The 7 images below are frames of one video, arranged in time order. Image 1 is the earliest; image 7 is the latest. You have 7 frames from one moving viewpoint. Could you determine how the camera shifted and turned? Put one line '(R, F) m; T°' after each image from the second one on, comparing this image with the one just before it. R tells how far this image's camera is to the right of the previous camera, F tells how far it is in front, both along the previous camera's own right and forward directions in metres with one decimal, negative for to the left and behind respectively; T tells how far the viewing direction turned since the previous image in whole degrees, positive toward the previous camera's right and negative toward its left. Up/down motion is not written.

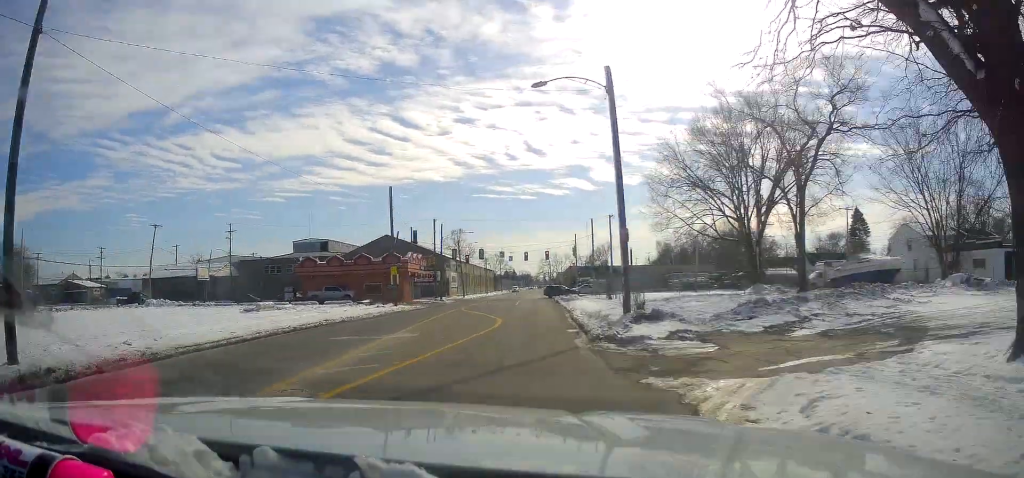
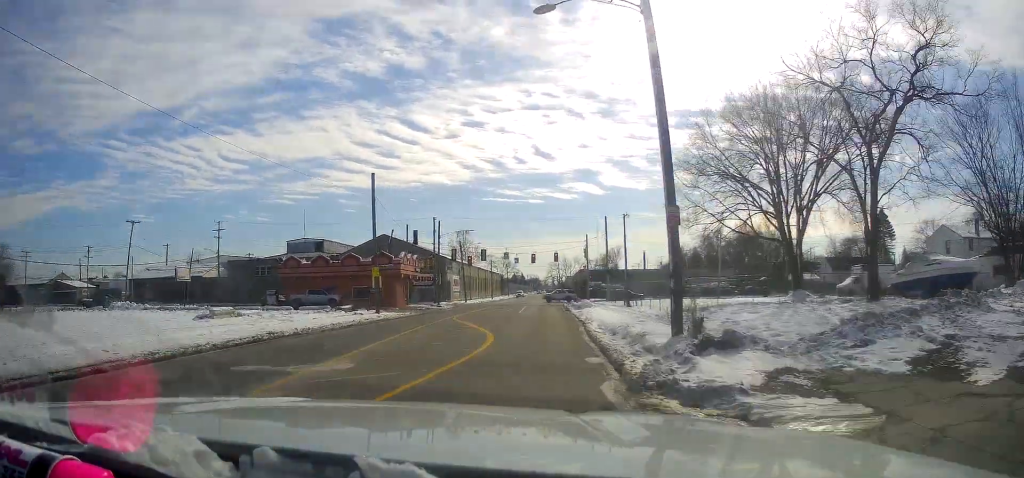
(0.0, +7.2) m; 0°
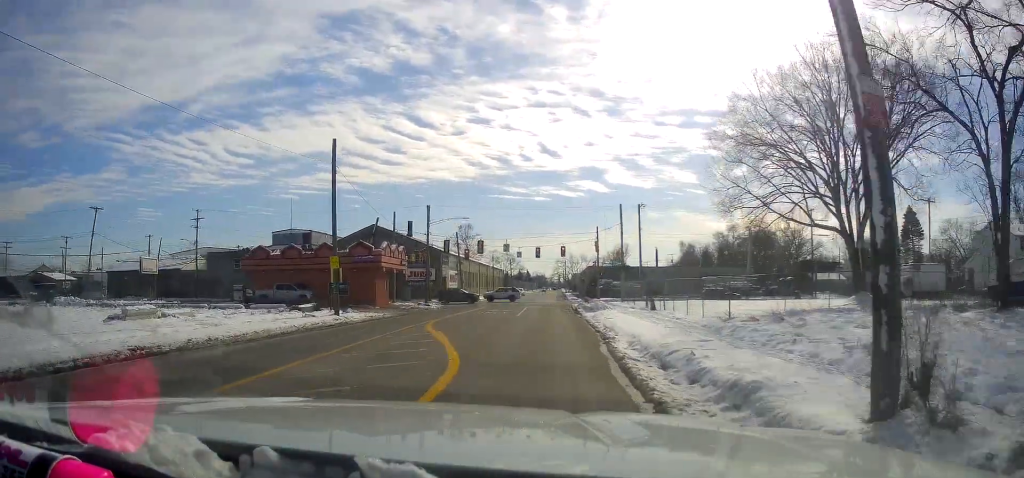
(0.0, +8.7) m; 0°
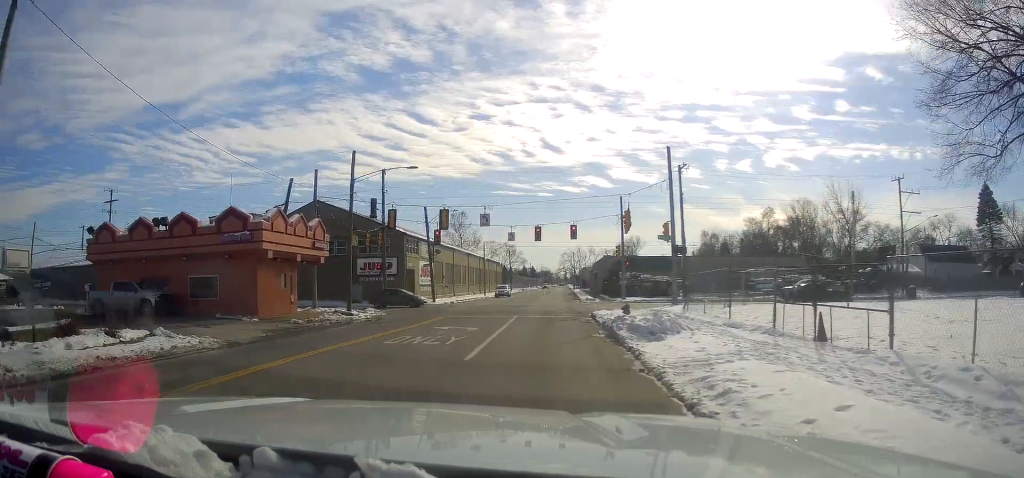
(-0.6, +22.4) m; -3°
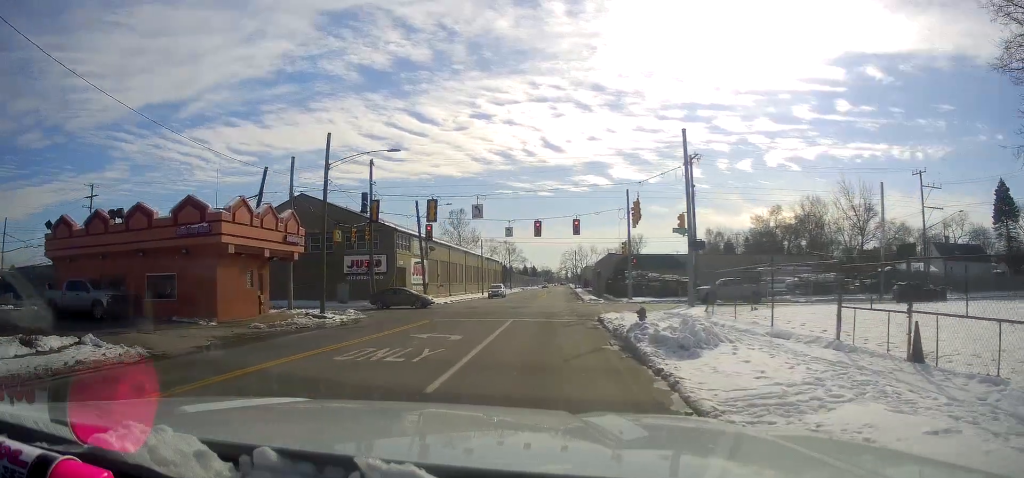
(0.0, +4.3) m; 0°
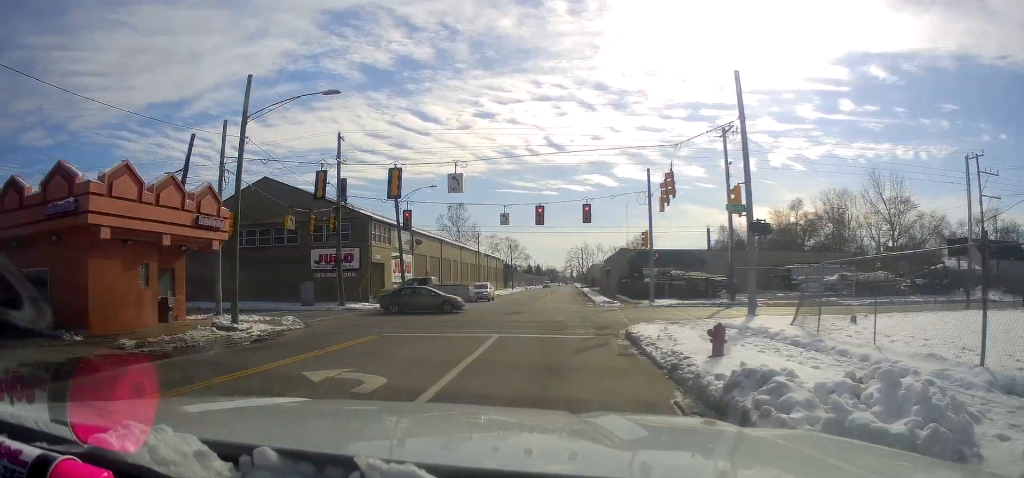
(+0.3, +9.2) m; +2°
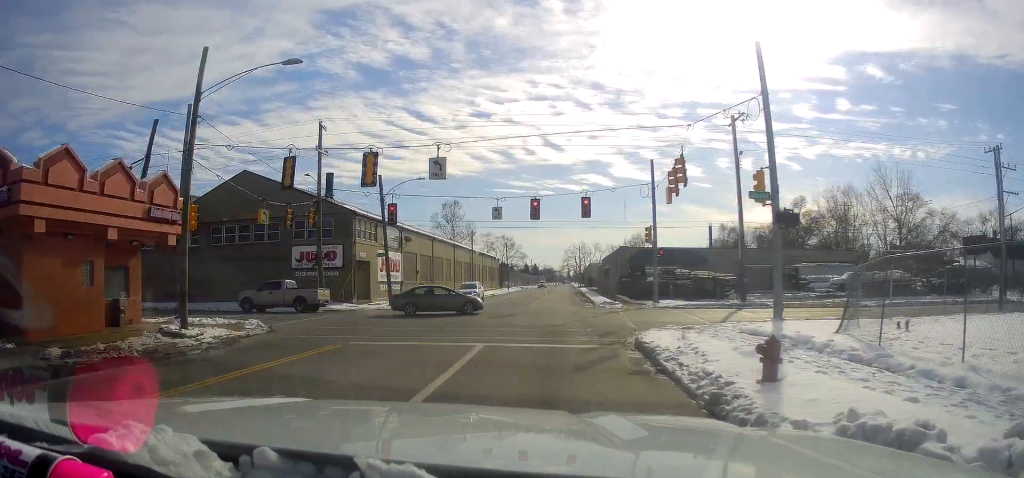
(0.0, +3.2) m; 0°
